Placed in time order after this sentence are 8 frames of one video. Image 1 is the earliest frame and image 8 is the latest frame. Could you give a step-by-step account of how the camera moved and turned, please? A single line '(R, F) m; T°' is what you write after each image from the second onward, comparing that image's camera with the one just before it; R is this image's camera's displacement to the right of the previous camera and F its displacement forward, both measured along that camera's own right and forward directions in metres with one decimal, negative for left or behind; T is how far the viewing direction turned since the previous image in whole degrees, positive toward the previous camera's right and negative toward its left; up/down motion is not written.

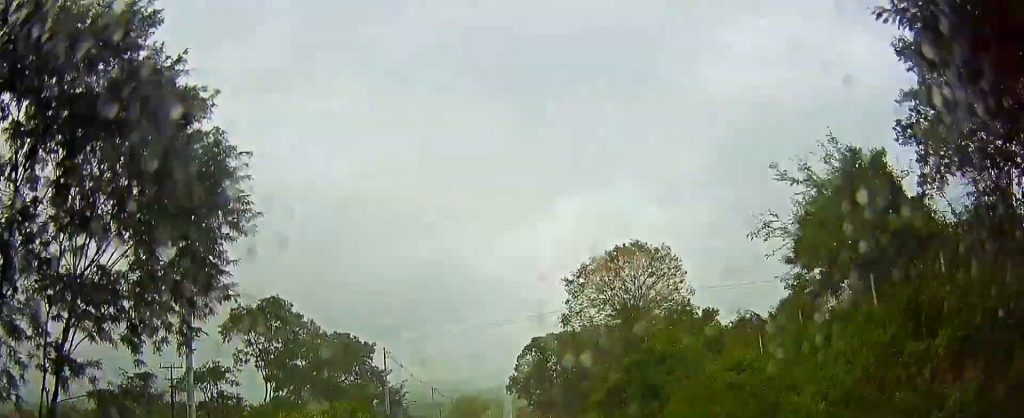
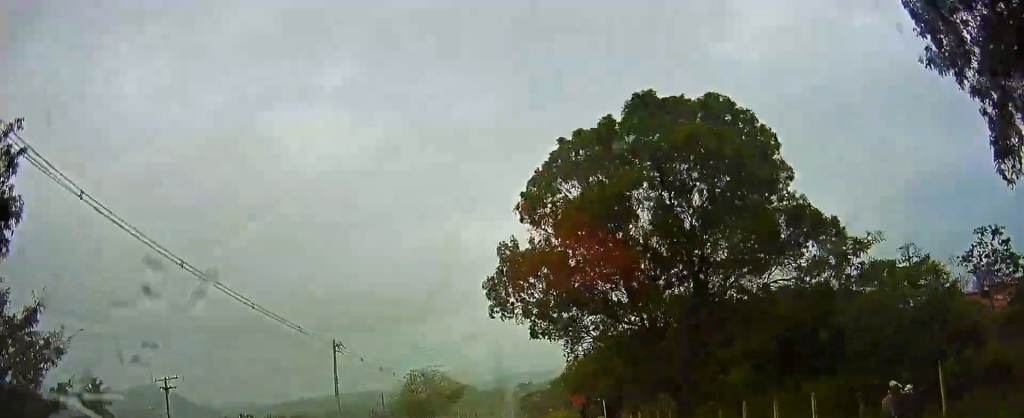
(-0.5, +55.9) m; +1°
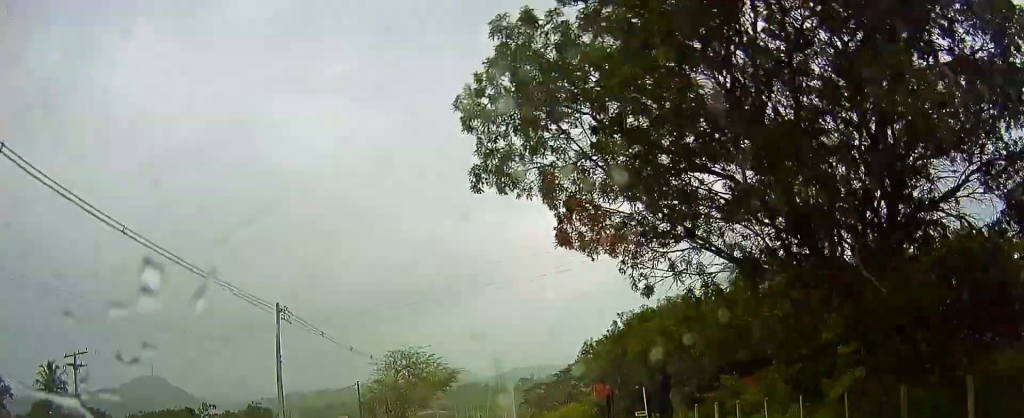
(+0.1, +11.8) m; 0°
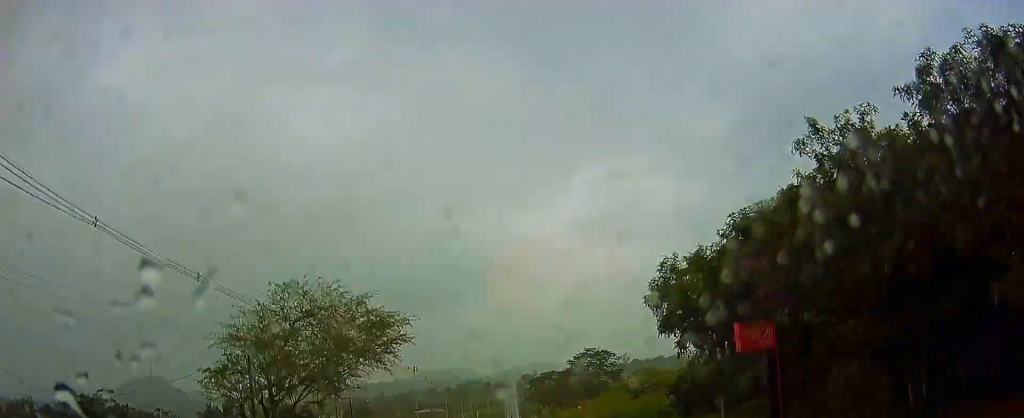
(0.0, +25.8) m; 0°
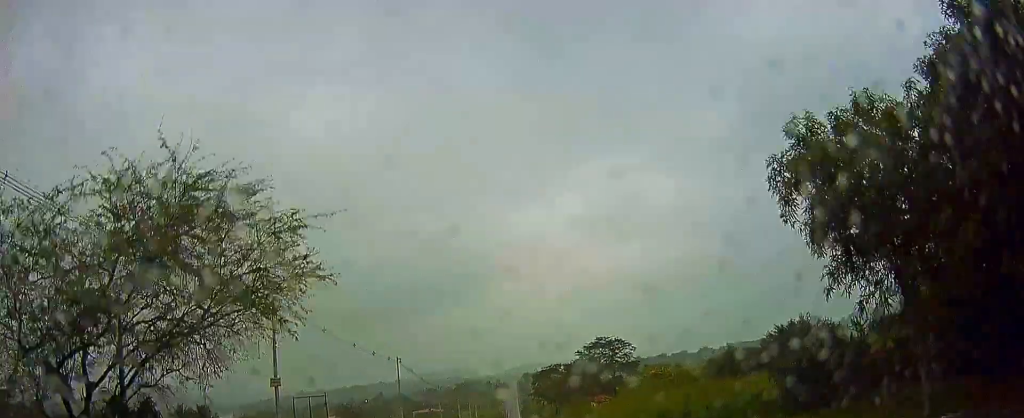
(+0.1, +12.5) m; -1°
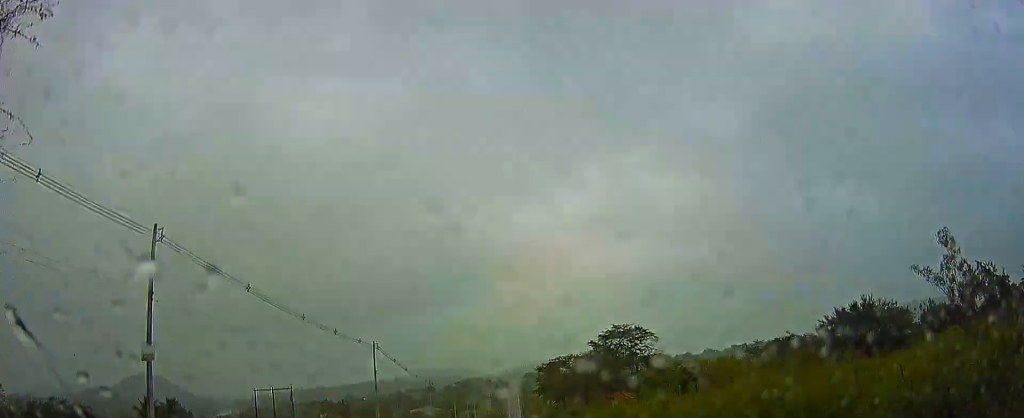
(-0.2, +12.6) m; -1°
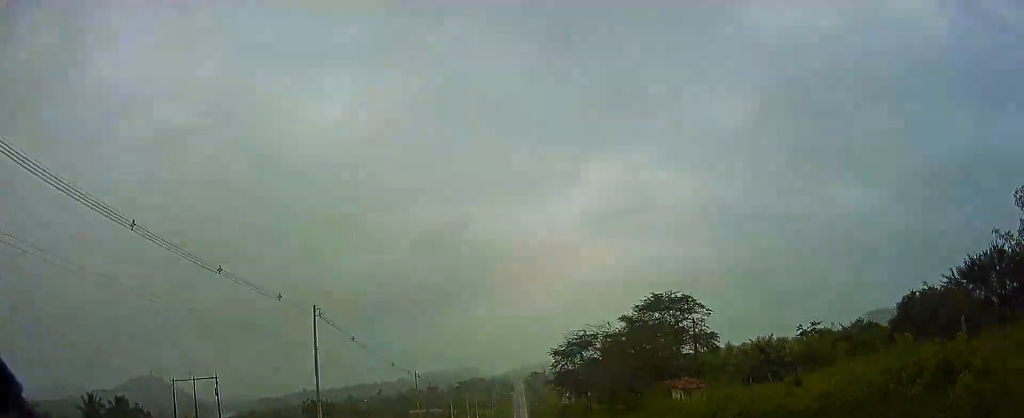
(-0.2, +18.0) m; -1°
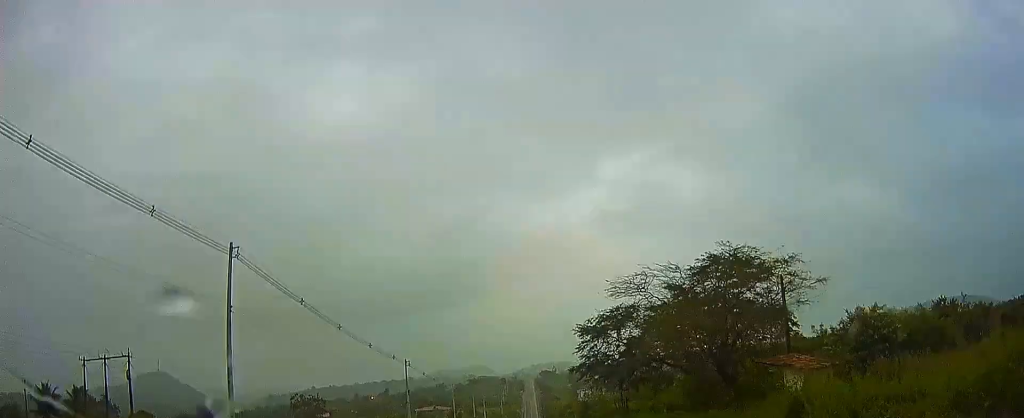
(0.0, +13.1) m; 0°
